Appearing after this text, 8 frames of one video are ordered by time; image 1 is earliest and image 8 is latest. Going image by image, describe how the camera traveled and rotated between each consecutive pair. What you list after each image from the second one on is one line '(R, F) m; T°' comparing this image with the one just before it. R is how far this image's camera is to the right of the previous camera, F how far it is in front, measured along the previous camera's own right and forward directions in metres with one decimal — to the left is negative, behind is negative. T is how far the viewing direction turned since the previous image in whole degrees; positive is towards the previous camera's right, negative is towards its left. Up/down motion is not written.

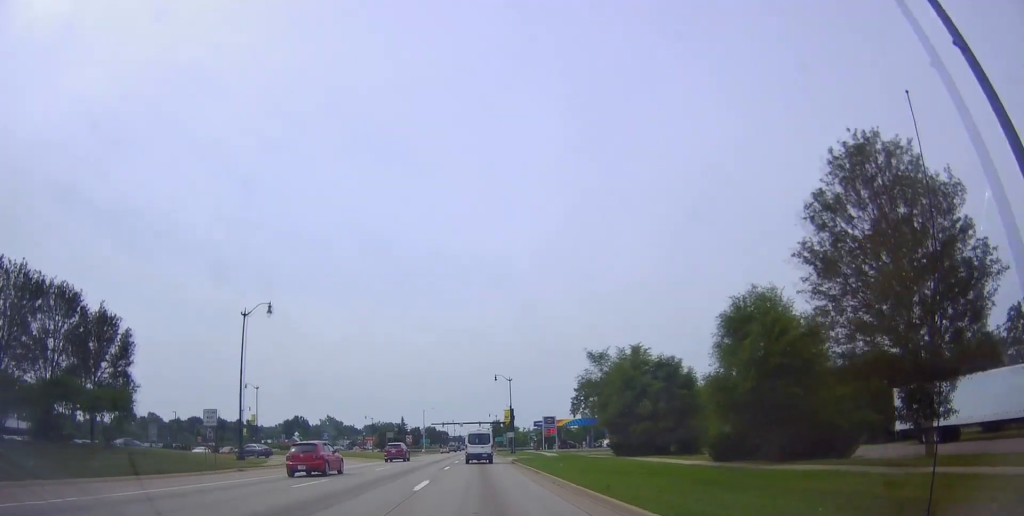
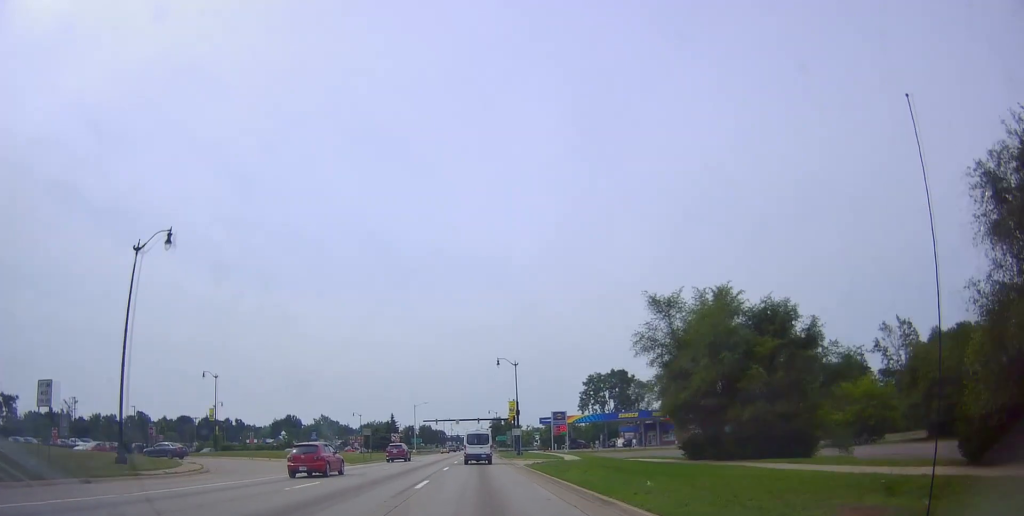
(+0.1, +14.8) m; +1°
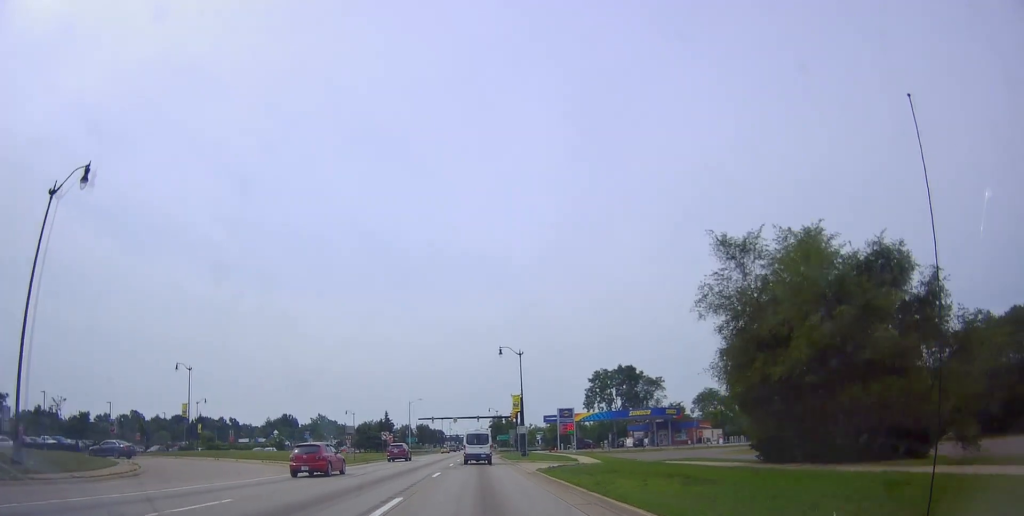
(-0.2, +7.6) m; 0°
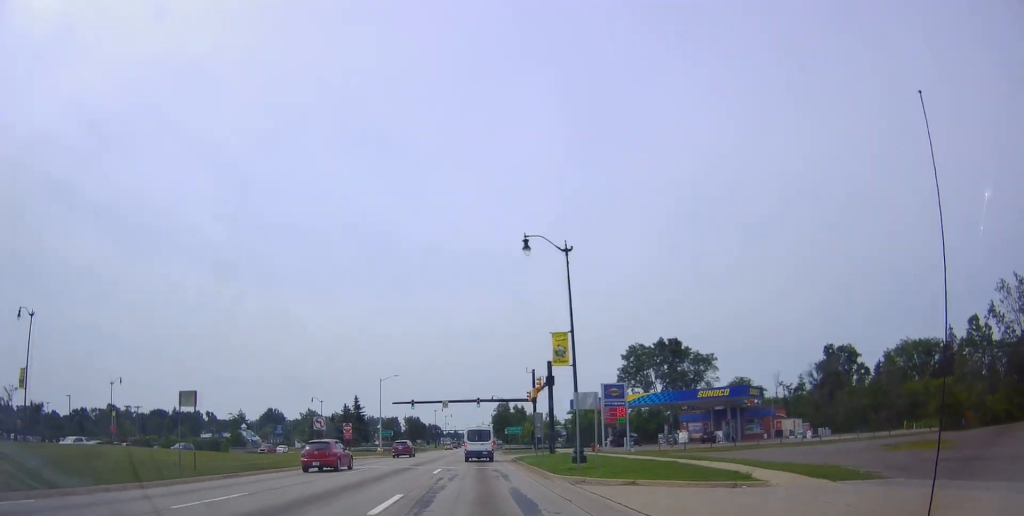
(+0.7, +30.0) m; -1°
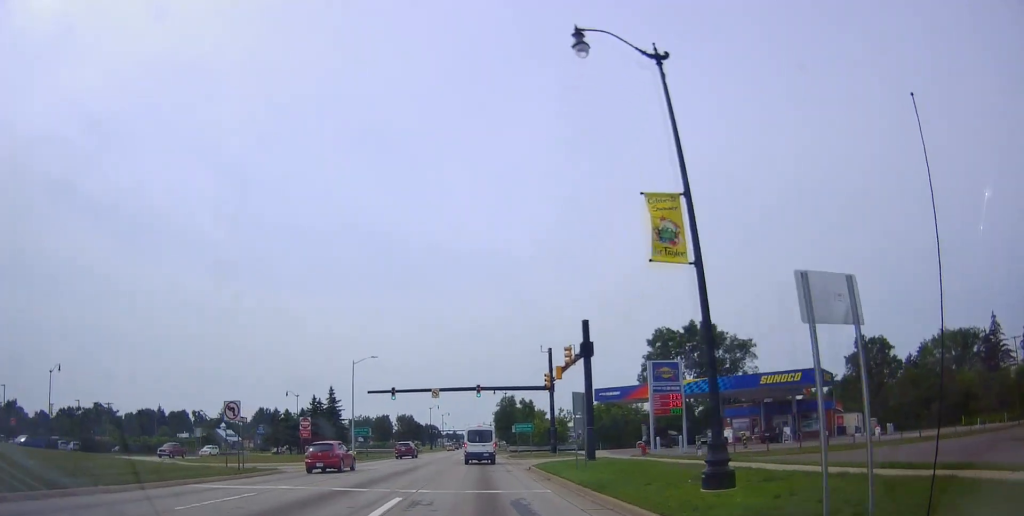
(-0.6, +15.4) m; -1°
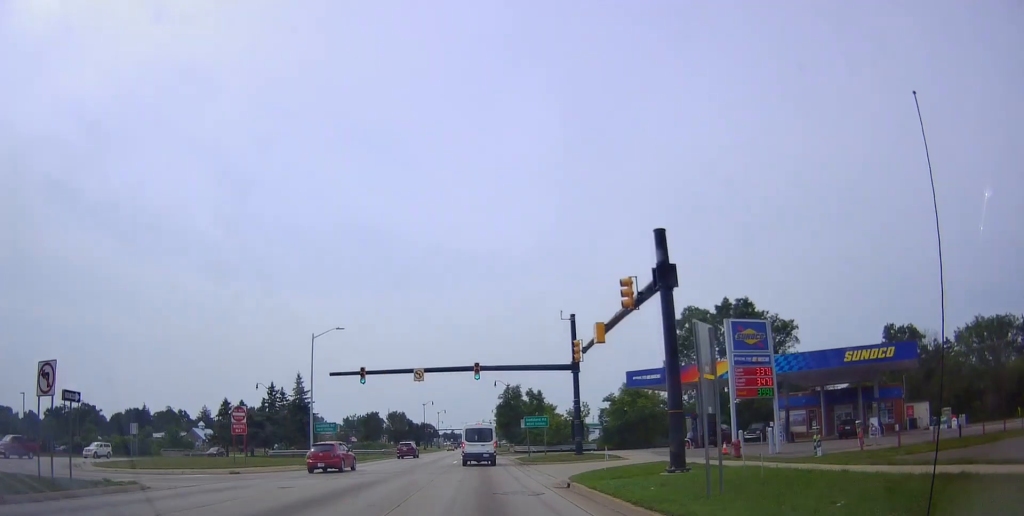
(+0.2, +13.2) m; +1°
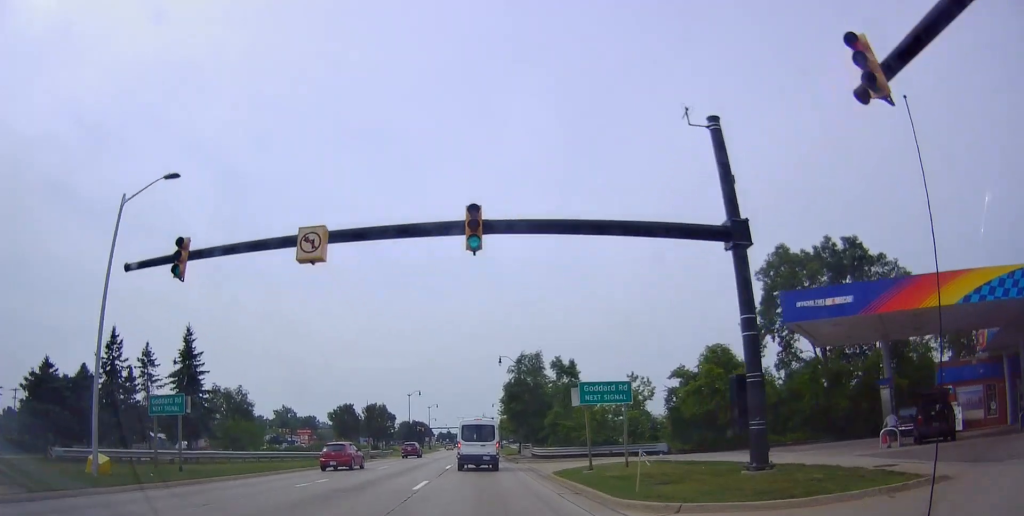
(+0.1, +25.7) m; +1°
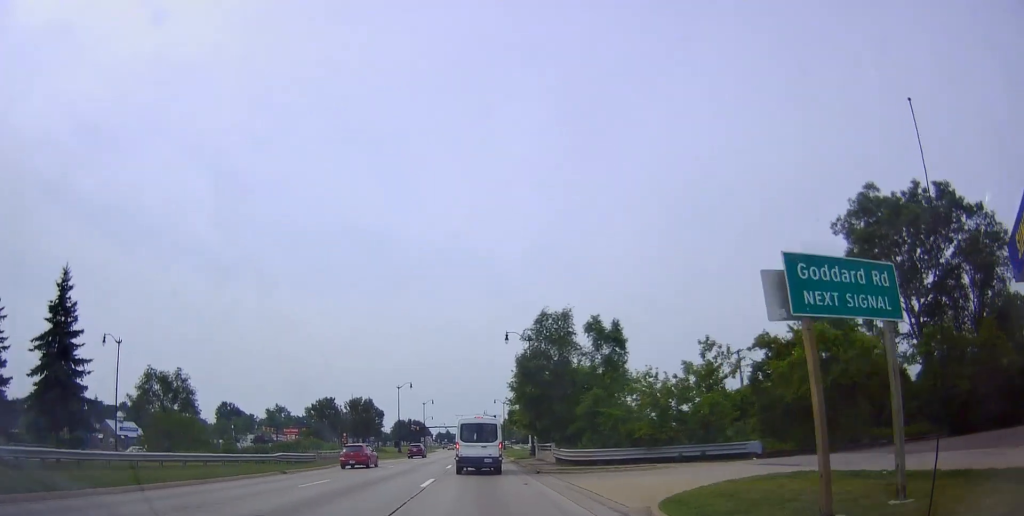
(+0.4, +16.6) m; +1°
